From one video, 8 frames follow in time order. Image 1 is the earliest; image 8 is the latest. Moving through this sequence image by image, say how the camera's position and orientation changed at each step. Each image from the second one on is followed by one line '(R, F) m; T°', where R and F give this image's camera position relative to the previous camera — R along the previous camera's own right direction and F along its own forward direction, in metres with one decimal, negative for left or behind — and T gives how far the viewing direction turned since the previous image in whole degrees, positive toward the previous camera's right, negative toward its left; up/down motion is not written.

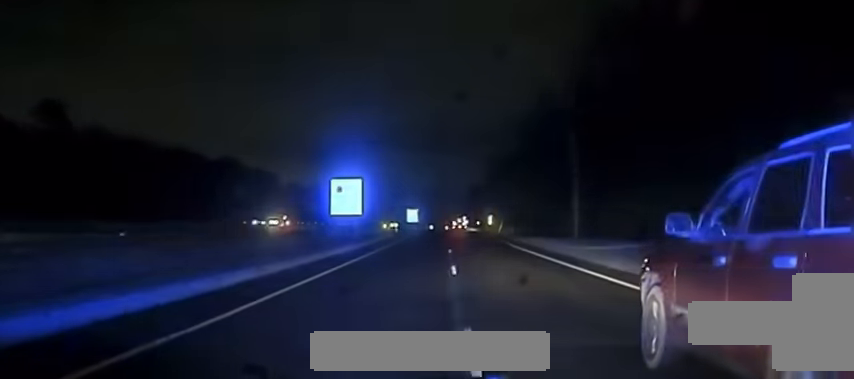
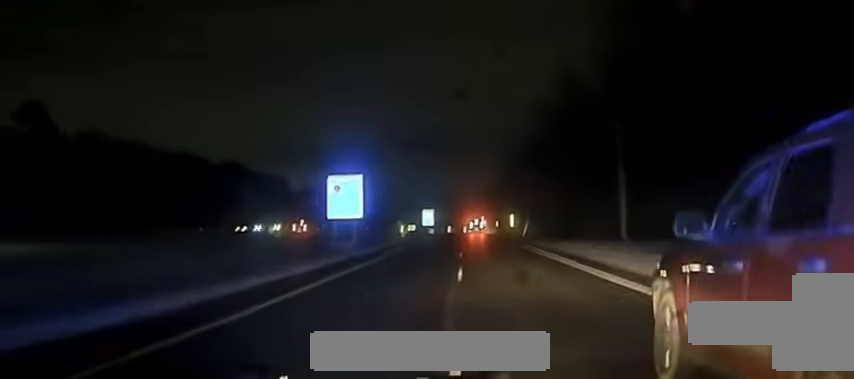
(+0.1, +14.9) m; 0°
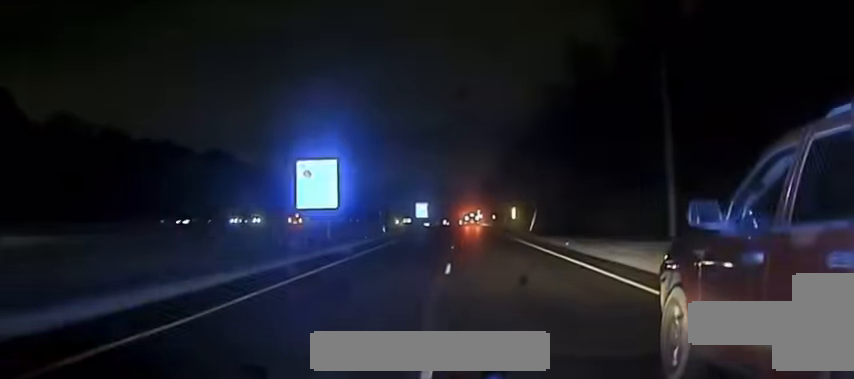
(0.0, +12.3) m; 0°
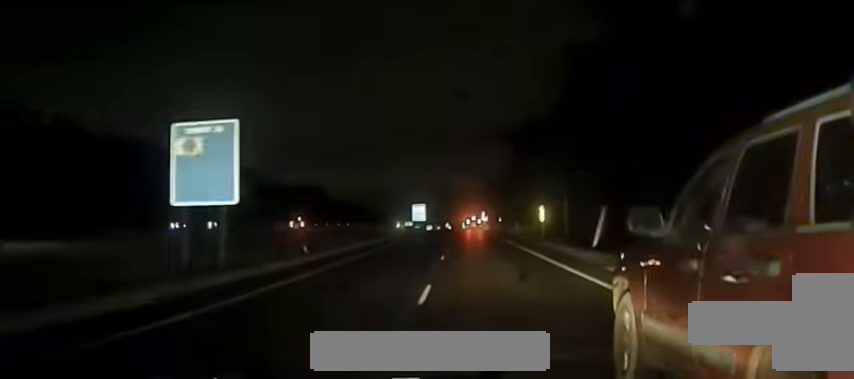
(-0.1, +27.6) m; 0°
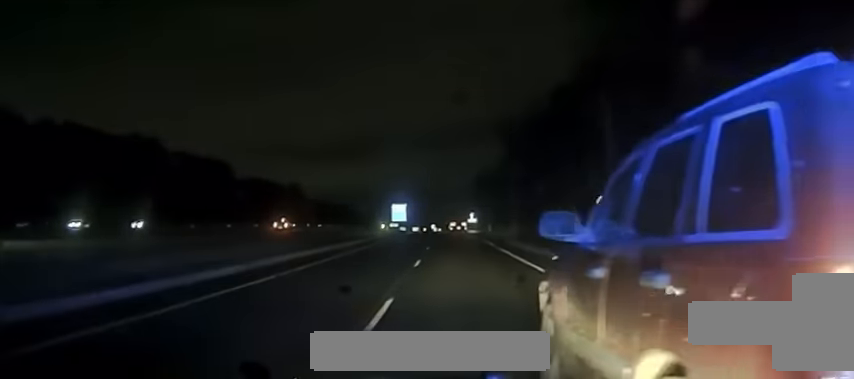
(+0.1, +24.2) m; 0°
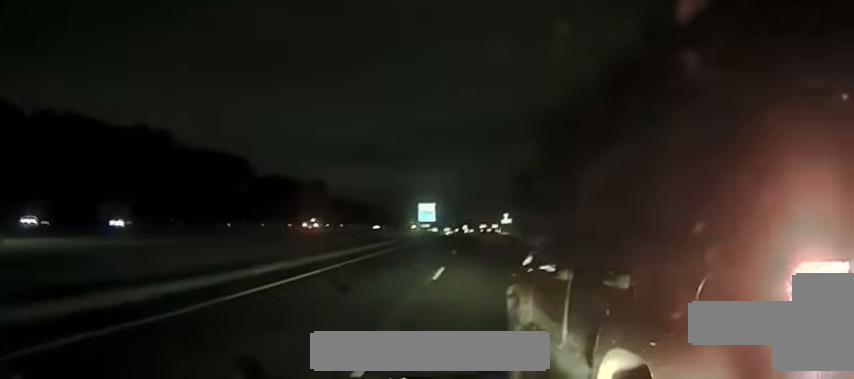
(+0.2, +14.9) m; 0°
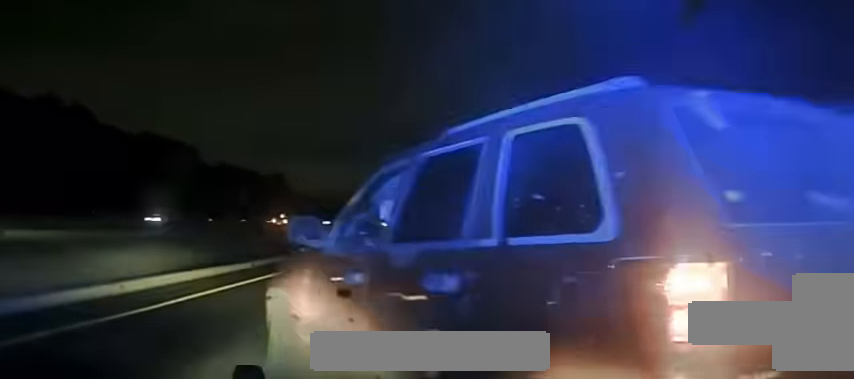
(-0.3, +31.2) m; 0°
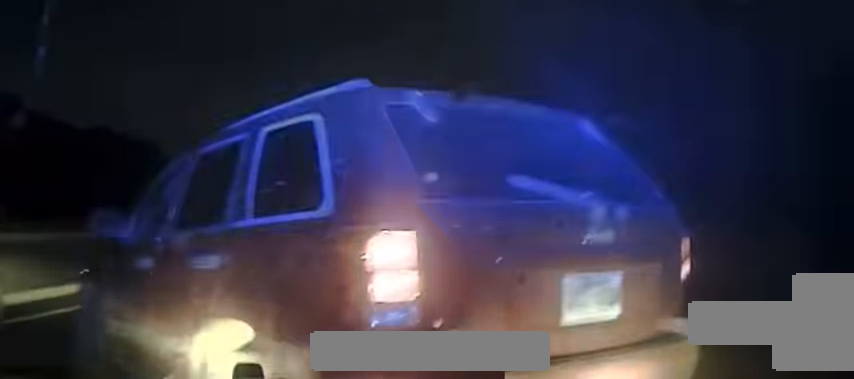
(-0.1, +20.6) m; +1°
